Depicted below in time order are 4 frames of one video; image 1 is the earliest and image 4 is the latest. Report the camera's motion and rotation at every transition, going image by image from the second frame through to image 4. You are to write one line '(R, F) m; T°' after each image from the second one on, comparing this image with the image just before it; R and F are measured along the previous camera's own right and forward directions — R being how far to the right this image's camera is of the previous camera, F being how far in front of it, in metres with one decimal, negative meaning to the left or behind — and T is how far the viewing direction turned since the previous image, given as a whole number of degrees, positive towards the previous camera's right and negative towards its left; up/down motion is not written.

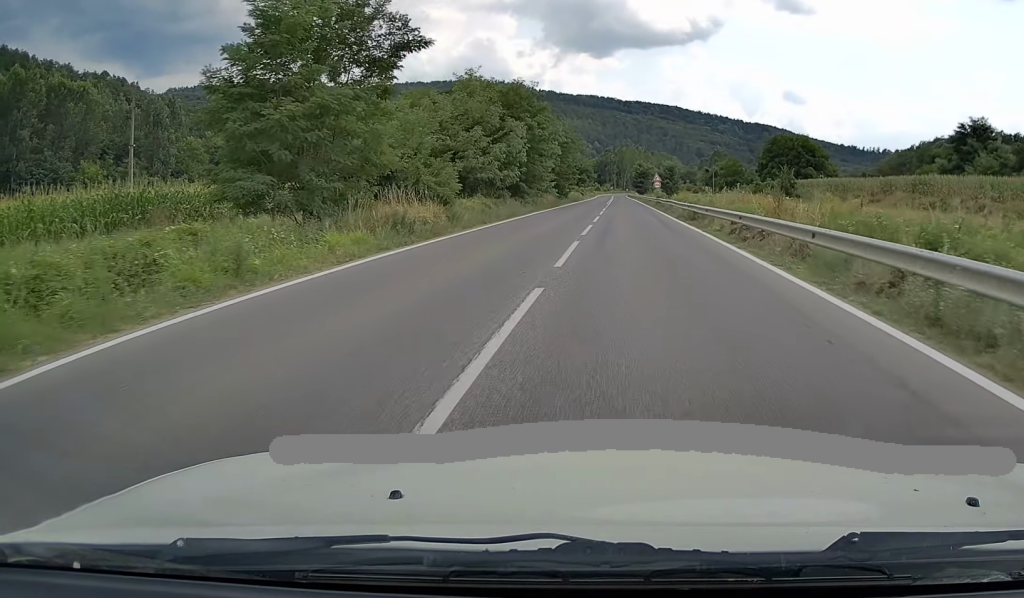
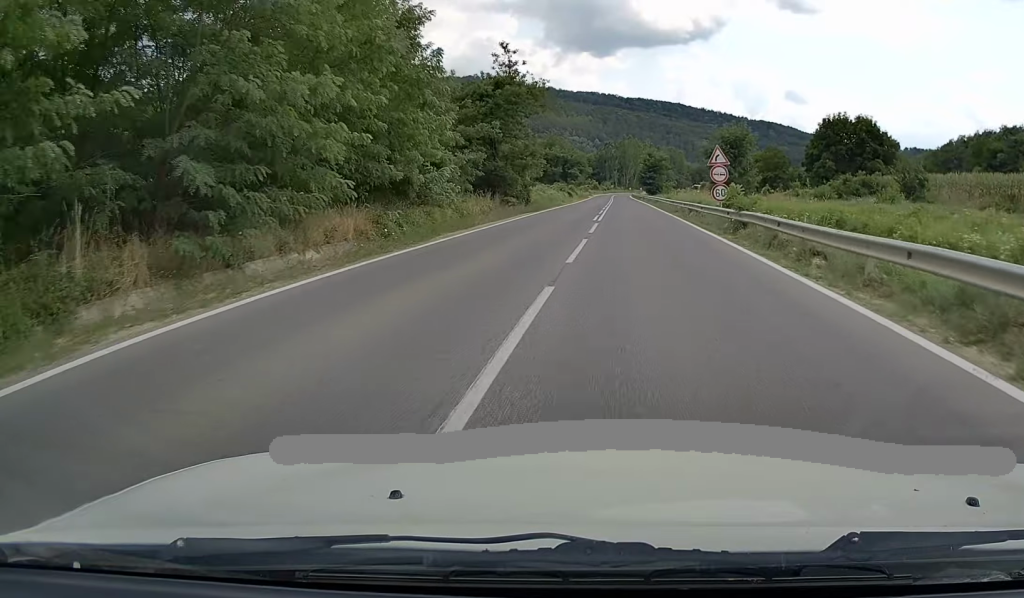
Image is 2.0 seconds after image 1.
(+0.2, +43.9) m; 0°
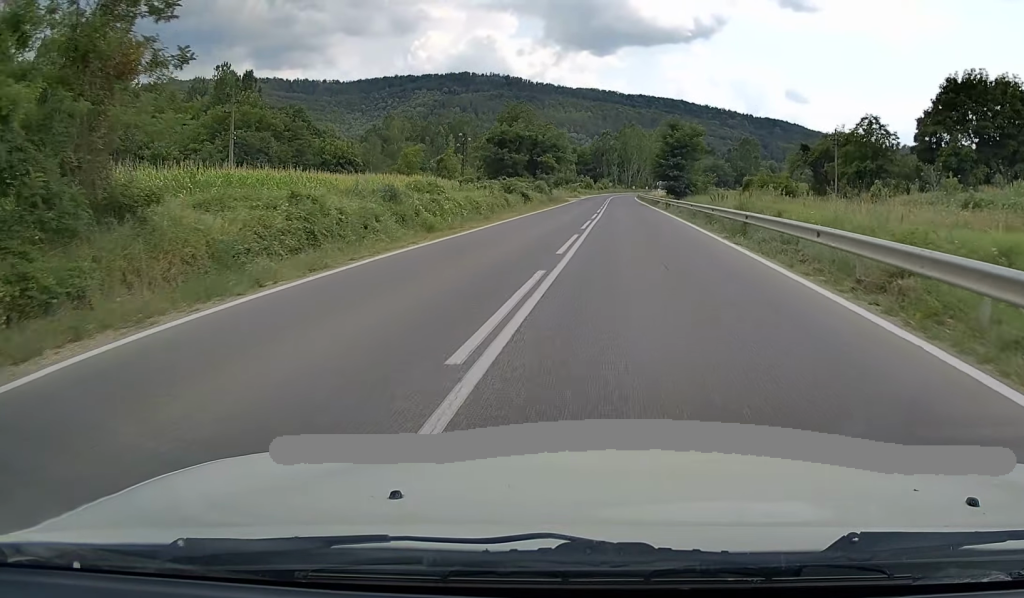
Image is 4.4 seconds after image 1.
(-0.1, +51.6) m; 0°
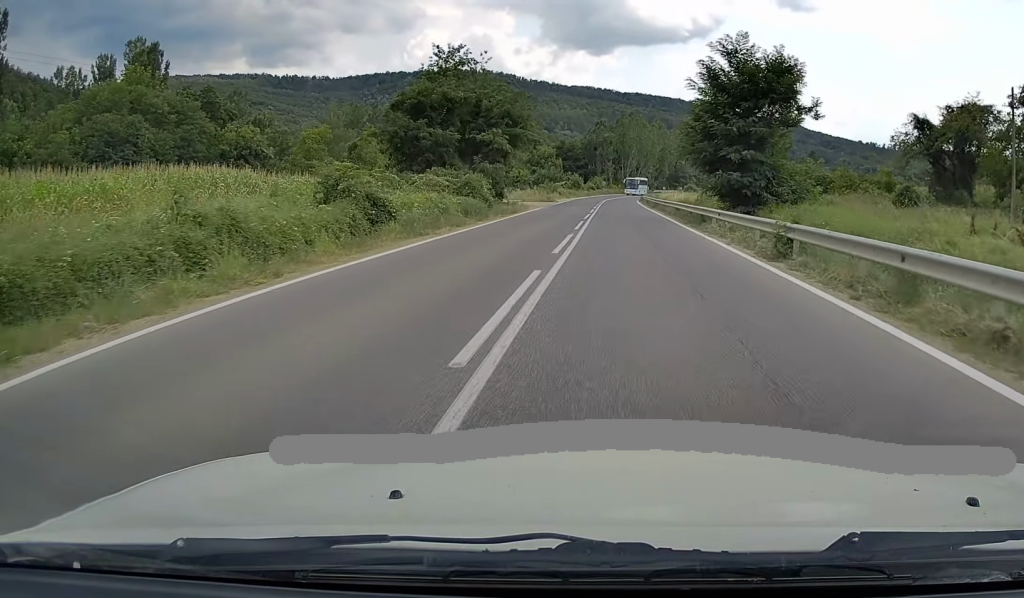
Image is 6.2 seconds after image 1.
(+0.2, +35.6) m; +1°
